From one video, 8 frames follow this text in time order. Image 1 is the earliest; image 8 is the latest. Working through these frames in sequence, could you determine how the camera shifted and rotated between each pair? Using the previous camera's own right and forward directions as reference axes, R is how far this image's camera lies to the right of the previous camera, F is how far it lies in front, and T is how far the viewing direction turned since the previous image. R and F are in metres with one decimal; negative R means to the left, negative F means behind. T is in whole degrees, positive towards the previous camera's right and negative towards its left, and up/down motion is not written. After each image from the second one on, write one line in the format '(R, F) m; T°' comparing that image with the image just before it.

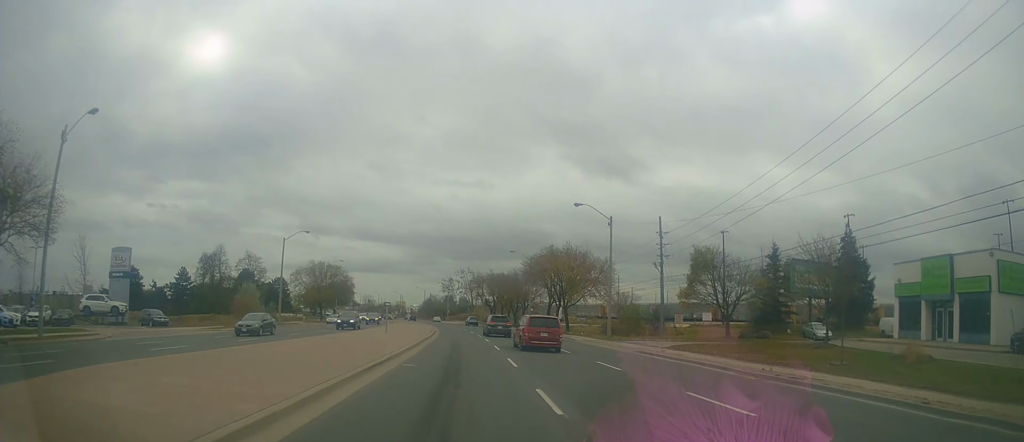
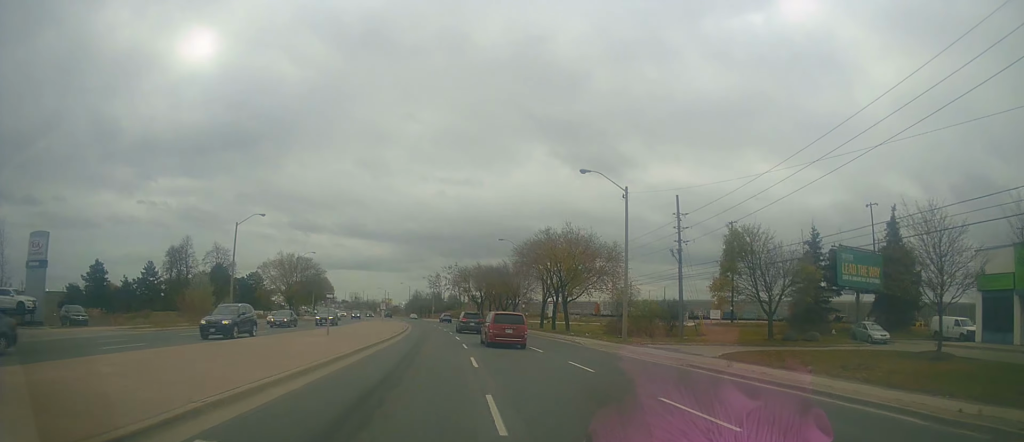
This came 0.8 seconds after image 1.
(-0.2, +10.5) m; 0°
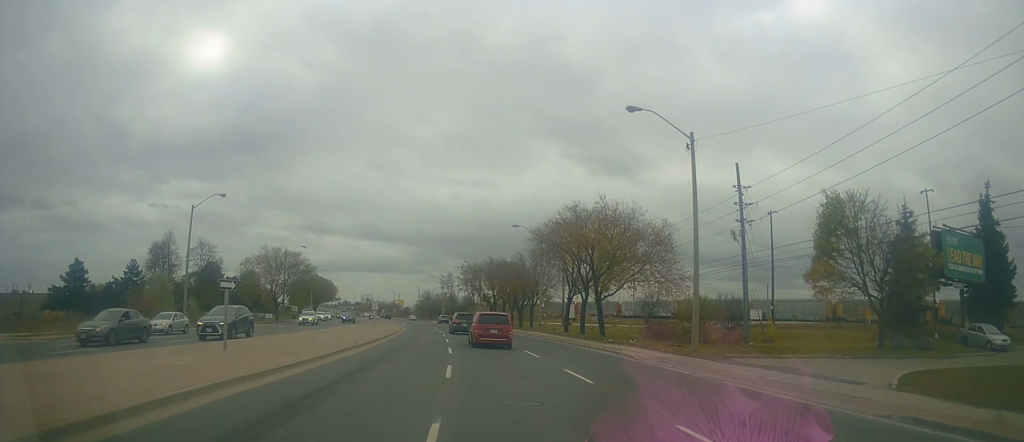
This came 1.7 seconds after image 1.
(+0.1, +11.8) m; 0°
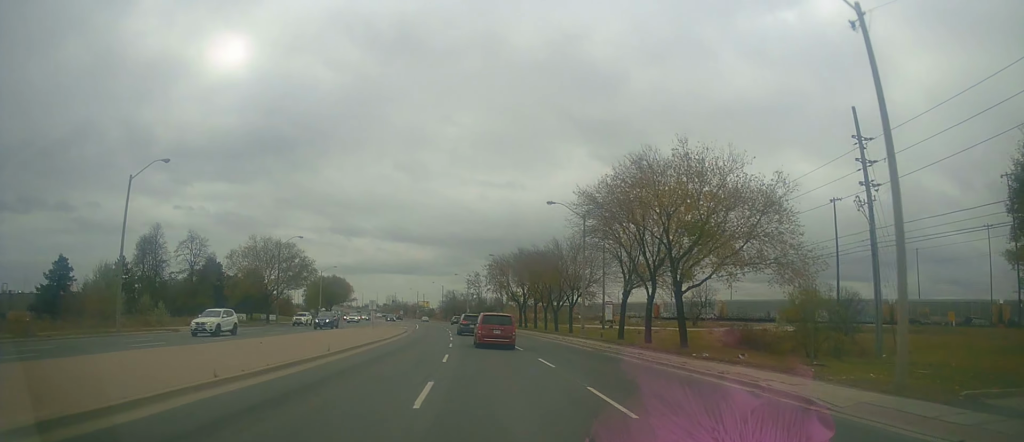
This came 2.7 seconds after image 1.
(-0.1, +13.1) m; 0°
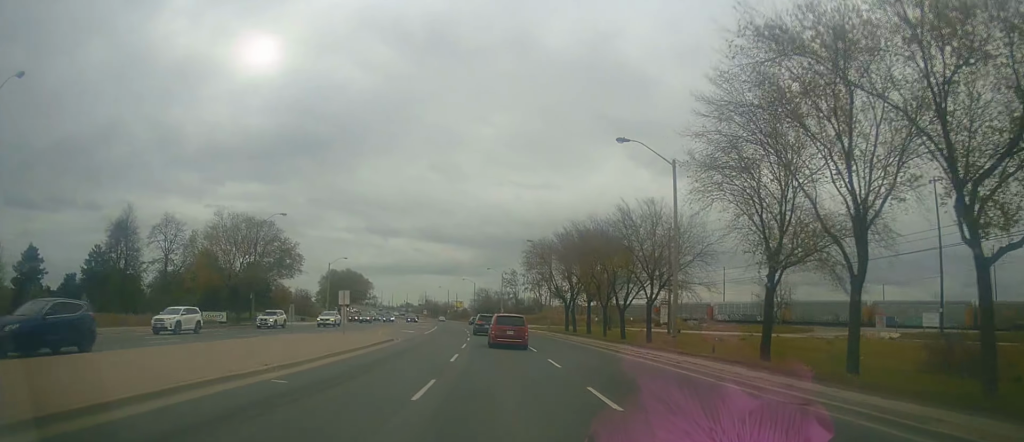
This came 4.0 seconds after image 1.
(+0.2, +17.5) m; -2°
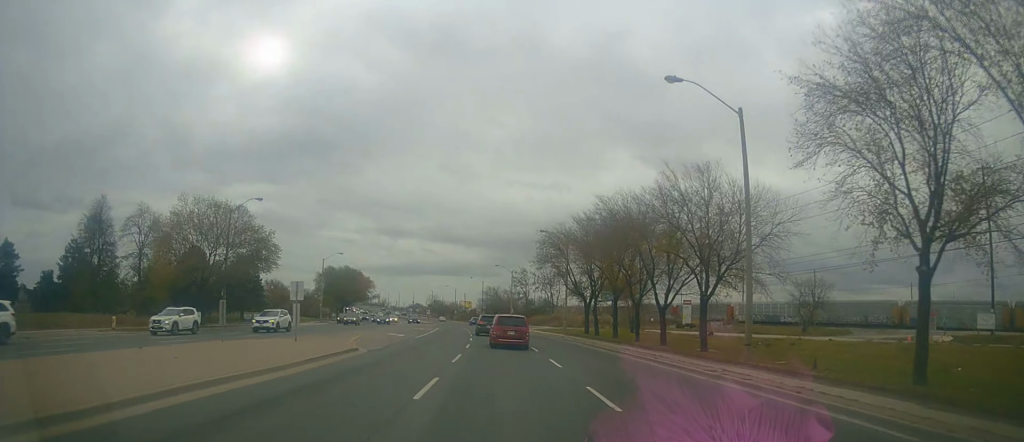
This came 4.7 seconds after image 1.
(-0.4, +8.4) m; -2°
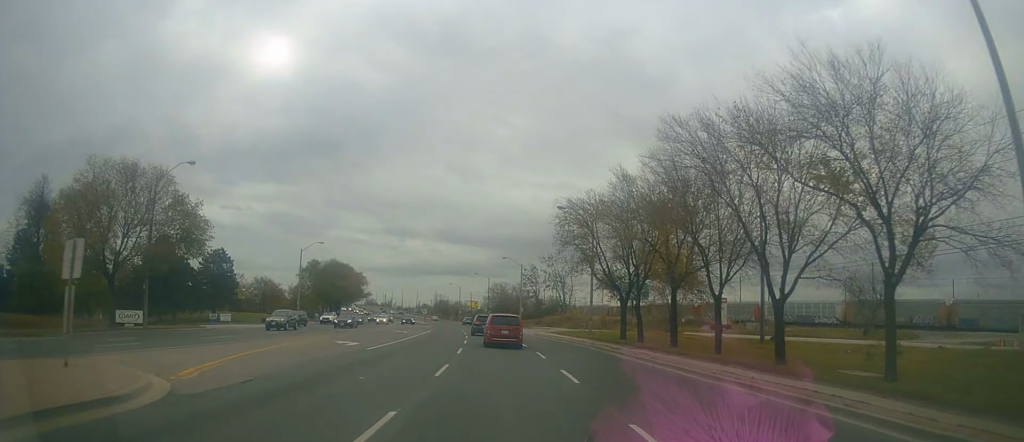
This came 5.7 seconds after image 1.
(-0.3, +13.4) m; -2°
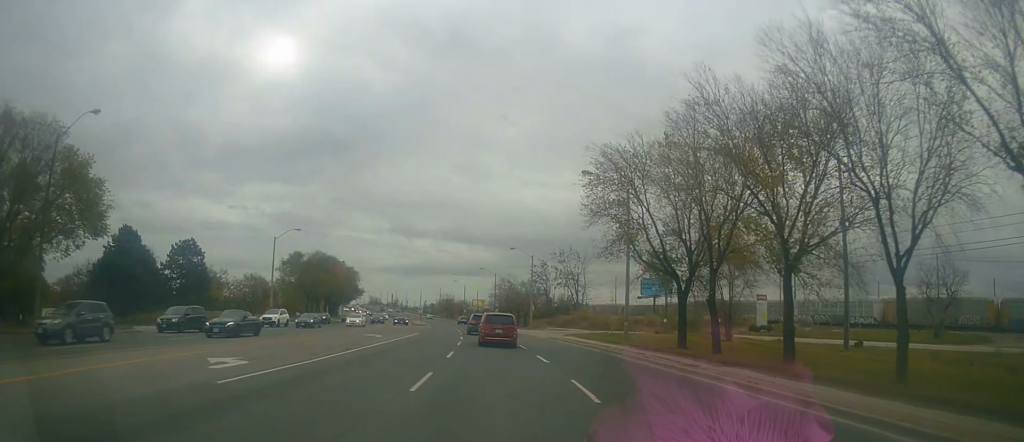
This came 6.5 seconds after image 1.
(-0.2, +11.8) m; -2°
